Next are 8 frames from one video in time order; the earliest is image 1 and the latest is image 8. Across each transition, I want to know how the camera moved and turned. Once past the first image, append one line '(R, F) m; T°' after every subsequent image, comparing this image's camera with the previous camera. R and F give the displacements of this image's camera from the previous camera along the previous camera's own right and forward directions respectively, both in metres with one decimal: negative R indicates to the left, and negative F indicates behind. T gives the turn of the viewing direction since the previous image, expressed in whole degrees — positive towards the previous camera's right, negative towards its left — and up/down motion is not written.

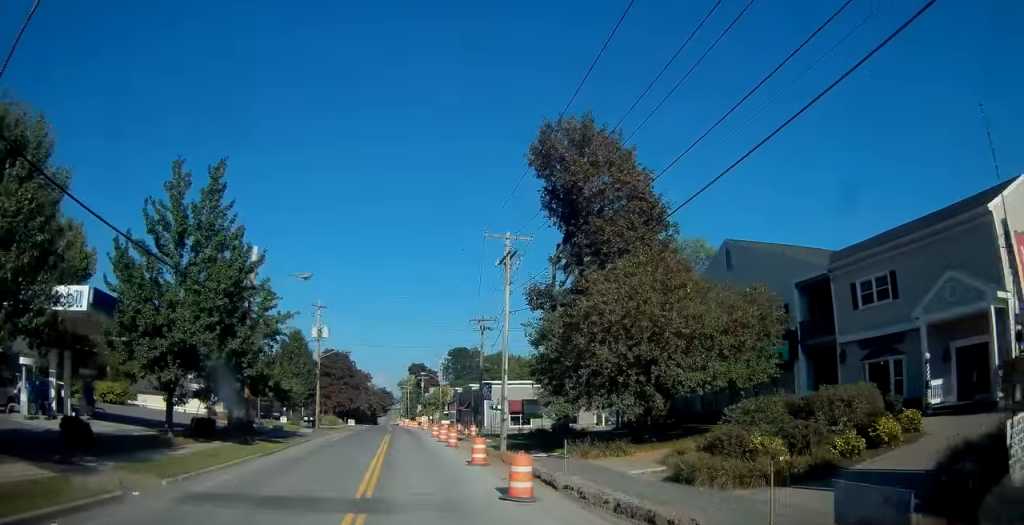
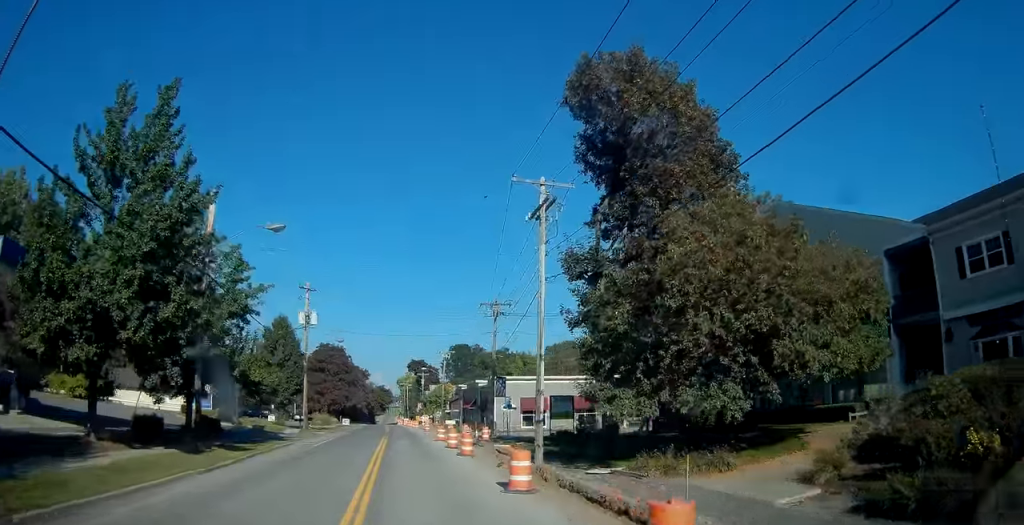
(+0.3, +6.7) m; 0°
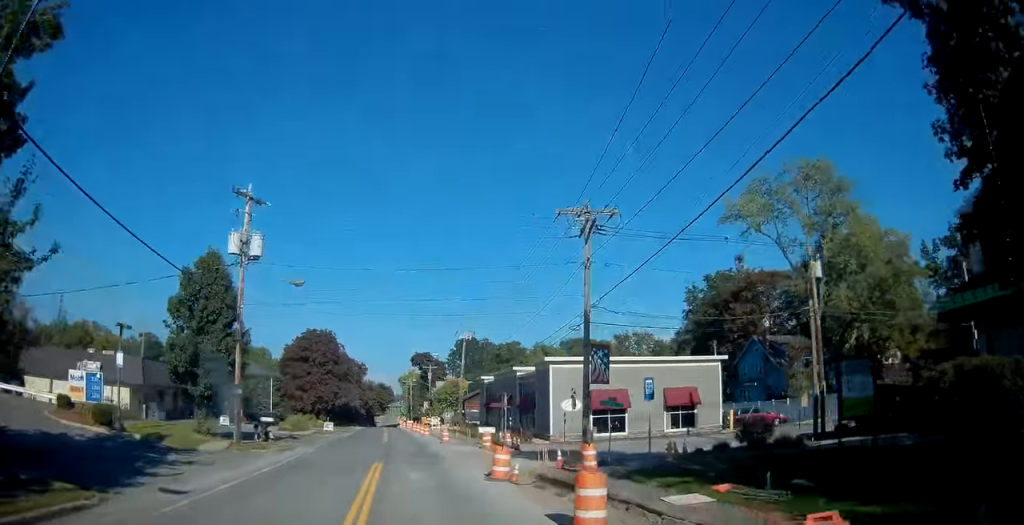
(-0.6, +20.1) m; -2°
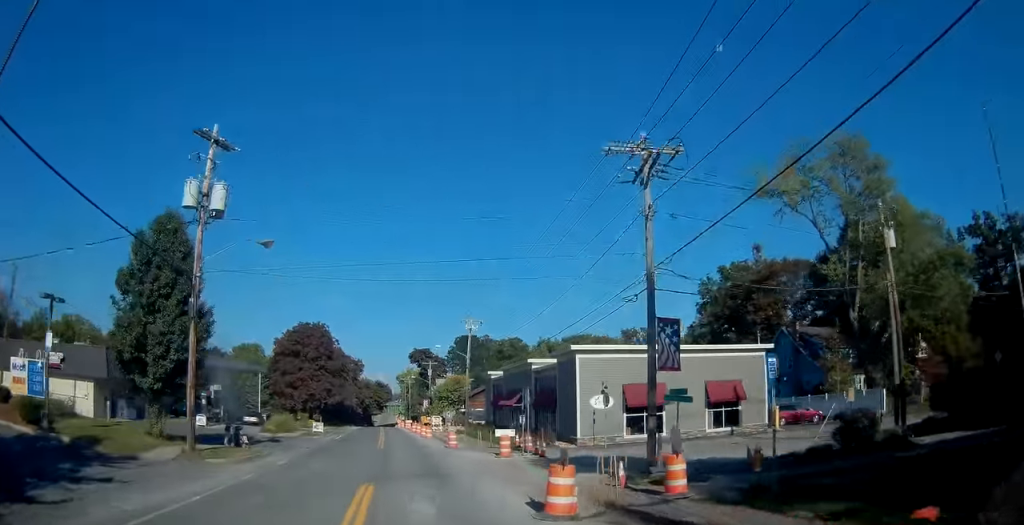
(0.0, +5.9) m; 0°
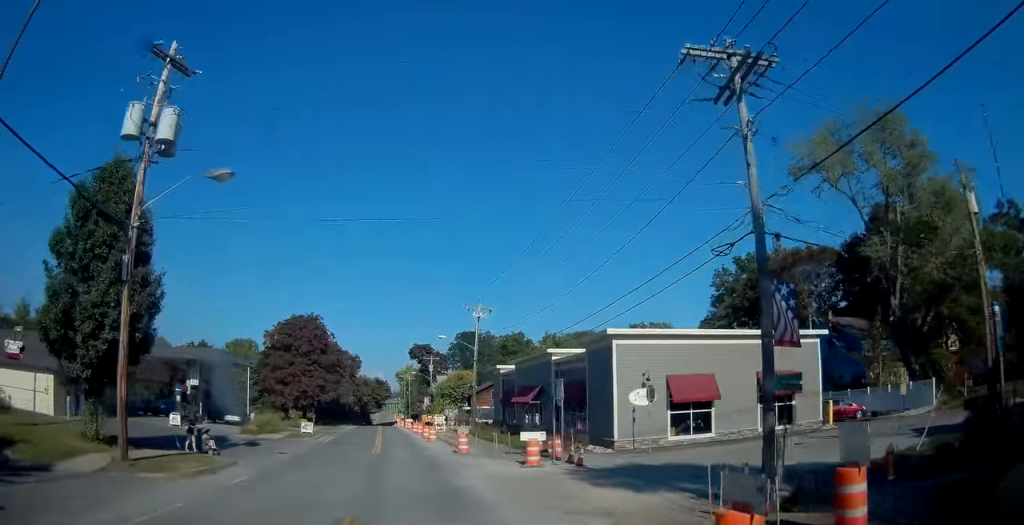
(0.0, +5.5) m; 0°
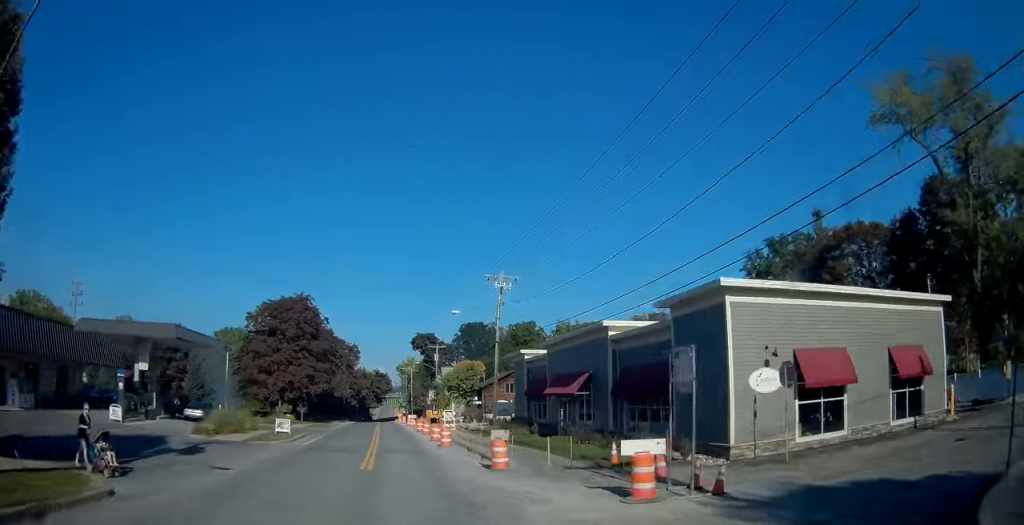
(0.0, +9.5) m; +1°
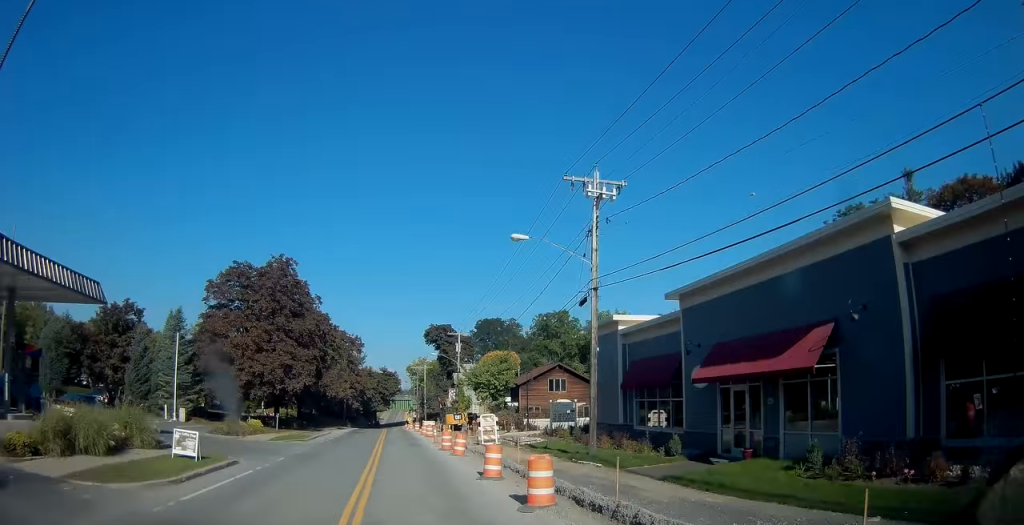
(+0.5, +16.9) m; +1°
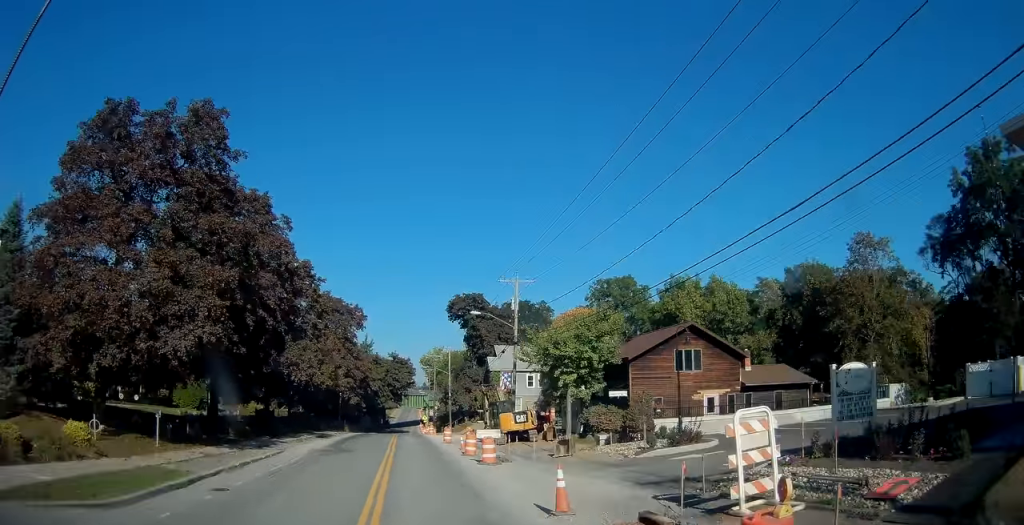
(-1.0, +24.7) m; -3°
